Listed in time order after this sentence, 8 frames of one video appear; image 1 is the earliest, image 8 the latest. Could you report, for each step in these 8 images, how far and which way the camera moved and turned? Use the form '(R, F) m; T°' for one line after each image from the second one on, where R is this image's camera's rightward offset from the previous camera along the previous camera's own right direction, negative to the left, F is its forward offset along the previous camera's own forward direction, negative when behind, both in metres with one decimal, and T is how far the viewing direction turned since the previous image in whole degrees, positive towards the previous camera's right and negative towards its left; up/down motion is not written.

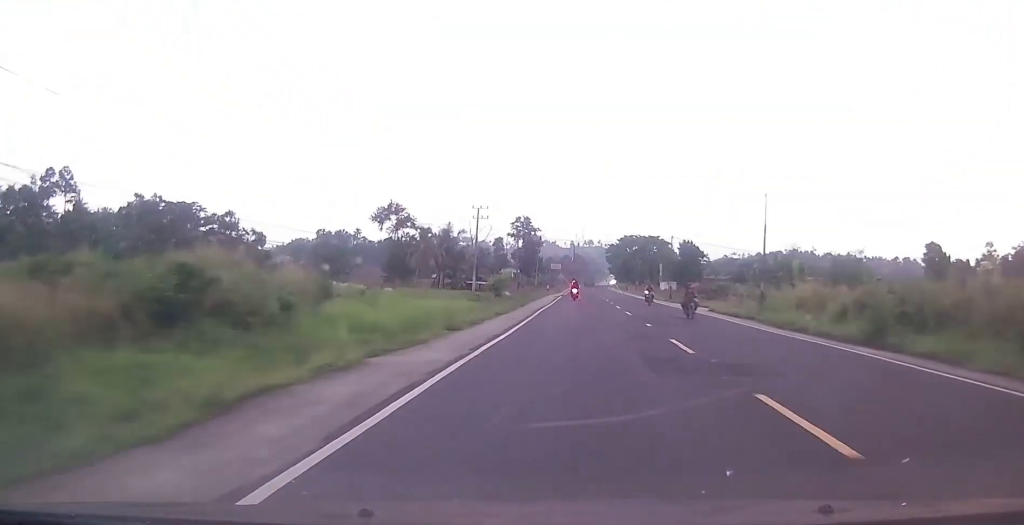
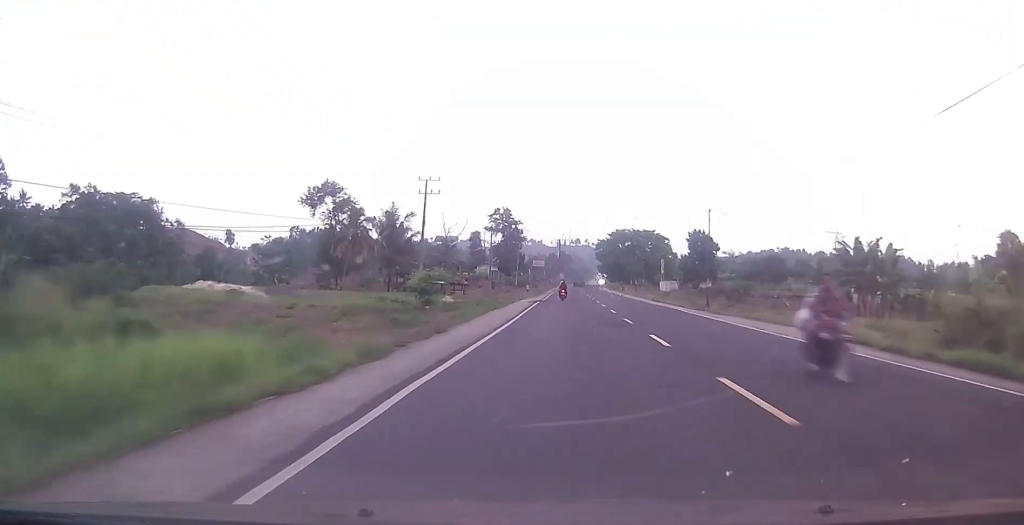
(0.0, +23.4) m; 0°
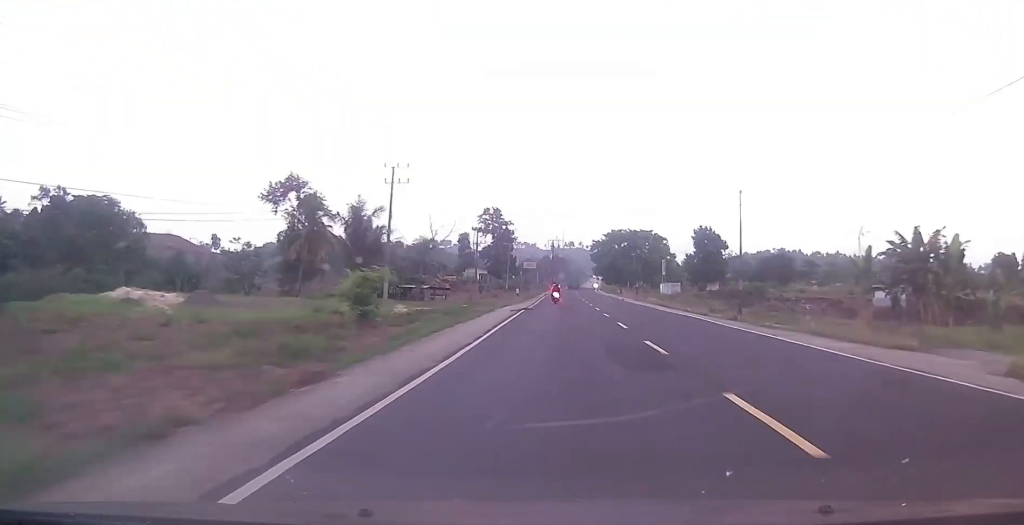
(0.0, +9.4) m; 0°
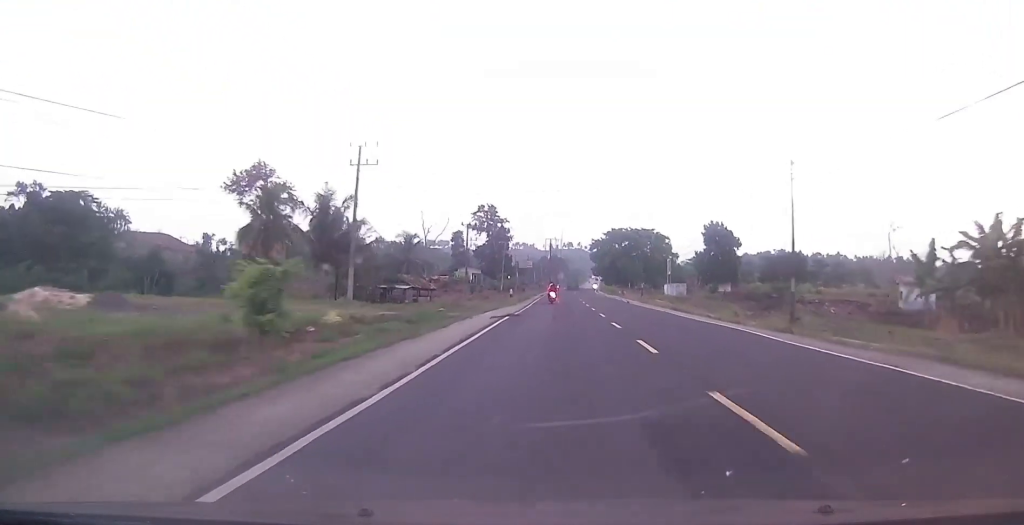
(0.0, +8.1) m; 0°
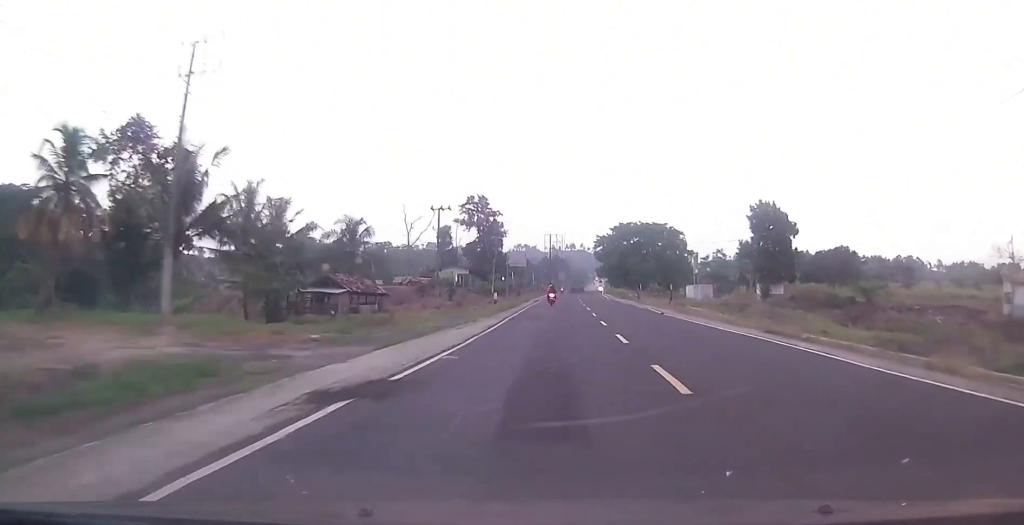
(-0.1, +21.1) m; +1°
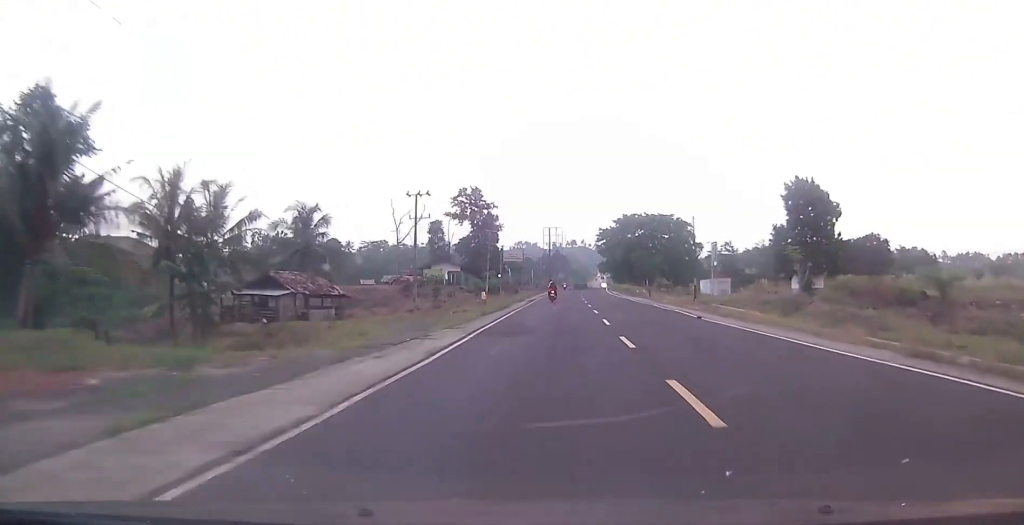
(0.0, +10.6) m; +1°
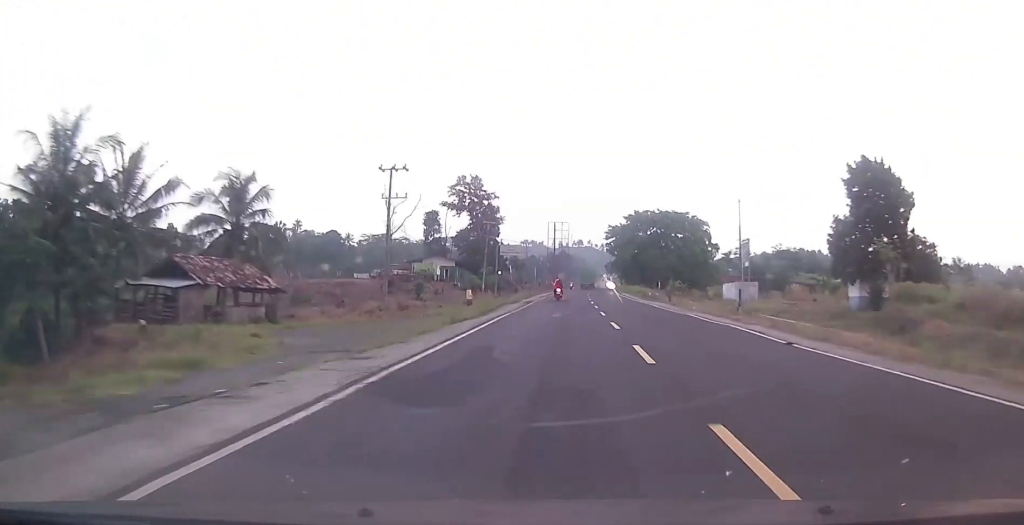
(+0.3, +11.2) m; 0°
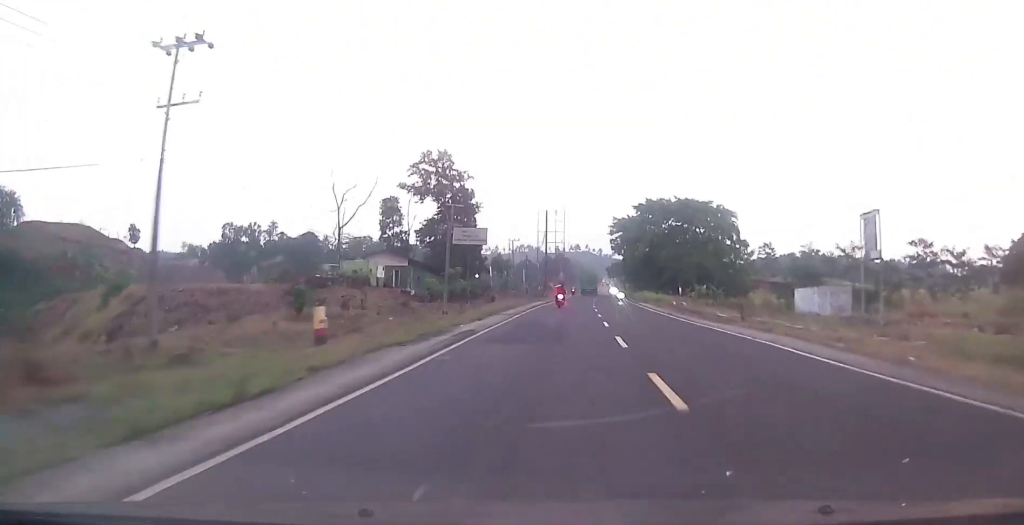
(-0.3, +28.7) m; -1°
